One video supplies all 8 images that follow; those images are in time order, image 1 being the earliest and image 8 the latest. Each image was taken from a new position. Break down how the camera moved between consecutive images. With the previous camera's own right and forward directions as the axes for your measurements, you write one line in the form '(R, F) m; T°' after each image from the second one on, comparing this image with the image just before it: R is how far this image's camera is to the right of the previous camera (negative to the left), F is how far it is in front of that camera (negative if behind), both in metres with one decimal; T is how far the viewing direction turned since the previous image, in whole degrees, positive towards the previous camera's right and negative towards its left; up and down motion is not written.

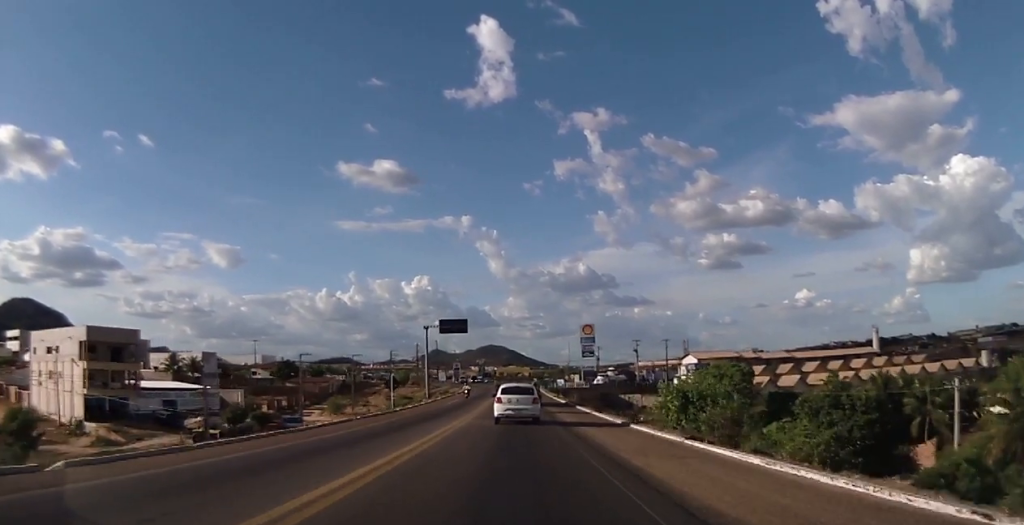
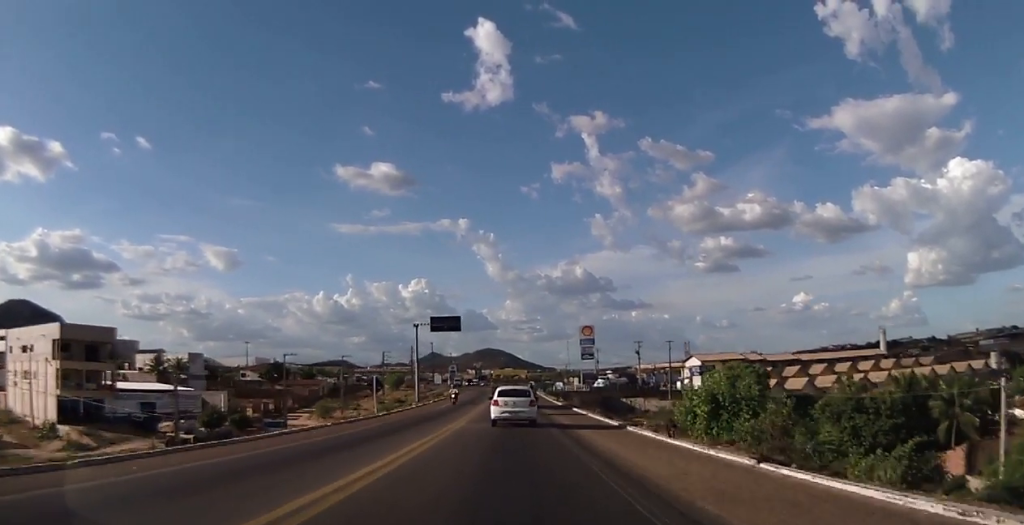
(0.0, +5.6) m; -1°
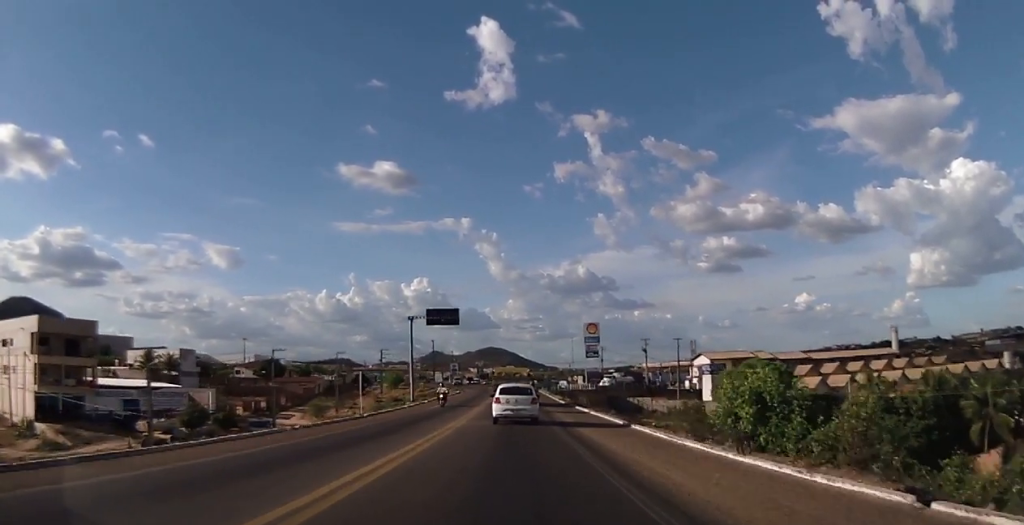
(0.0, +5.3) m; -1°
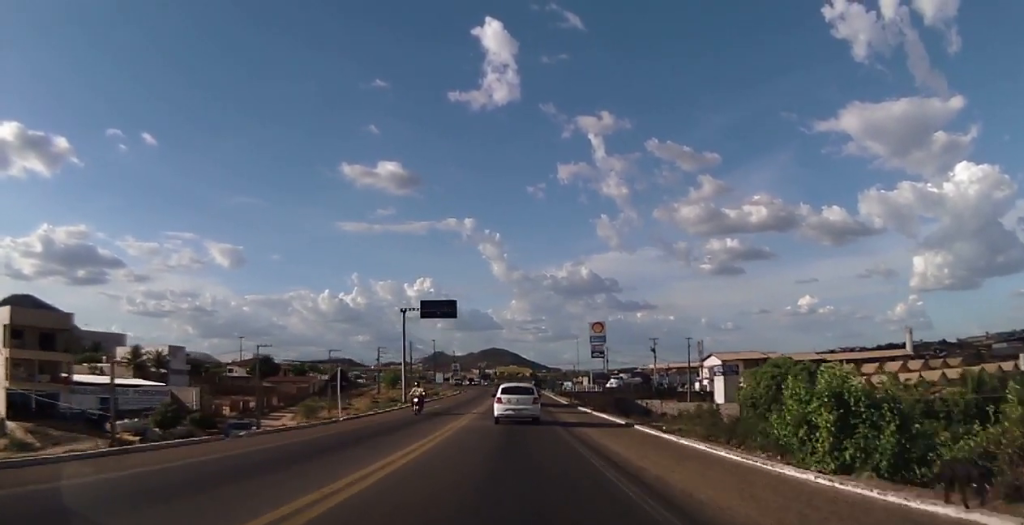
(-0.2, +6.1) m; 0°
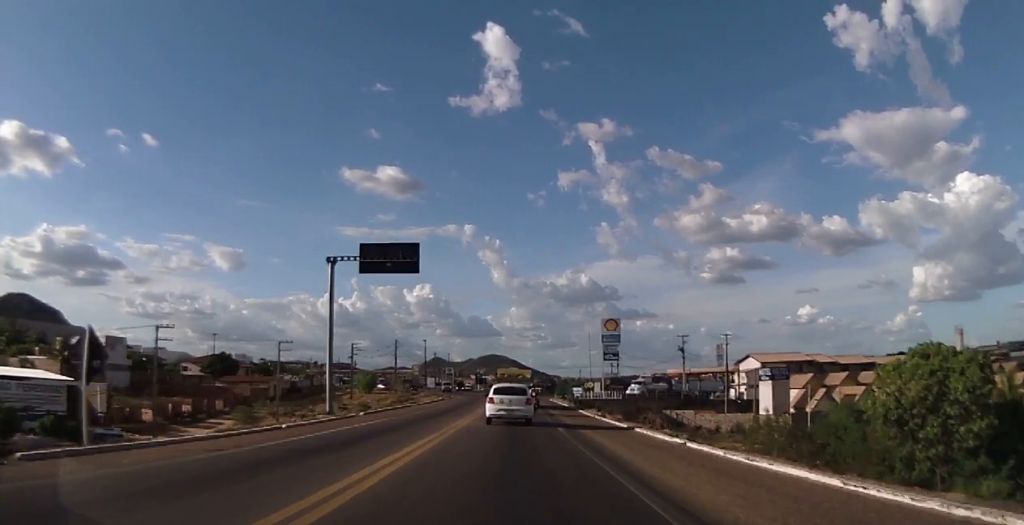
(+0.5, +23.7) m; +2°
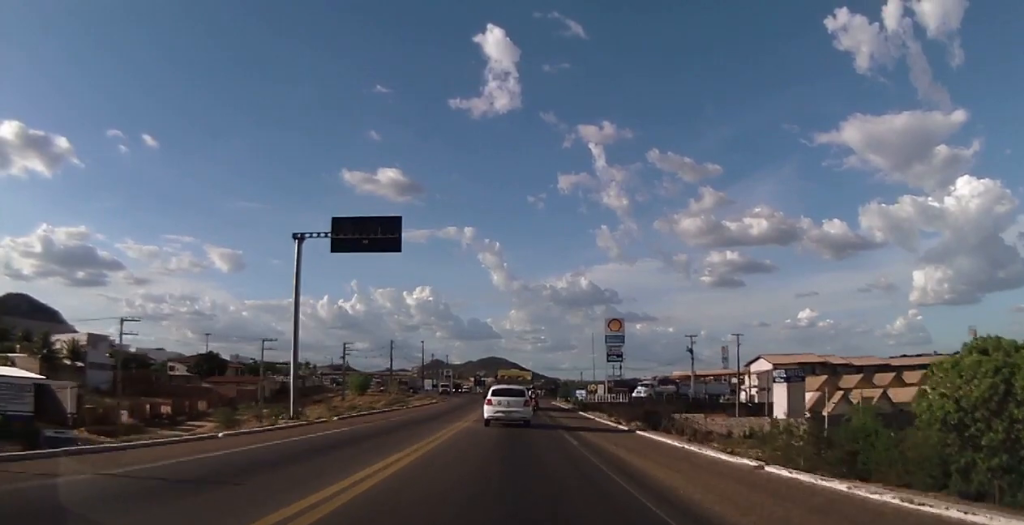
(+0.1, +5.7) m; 0°
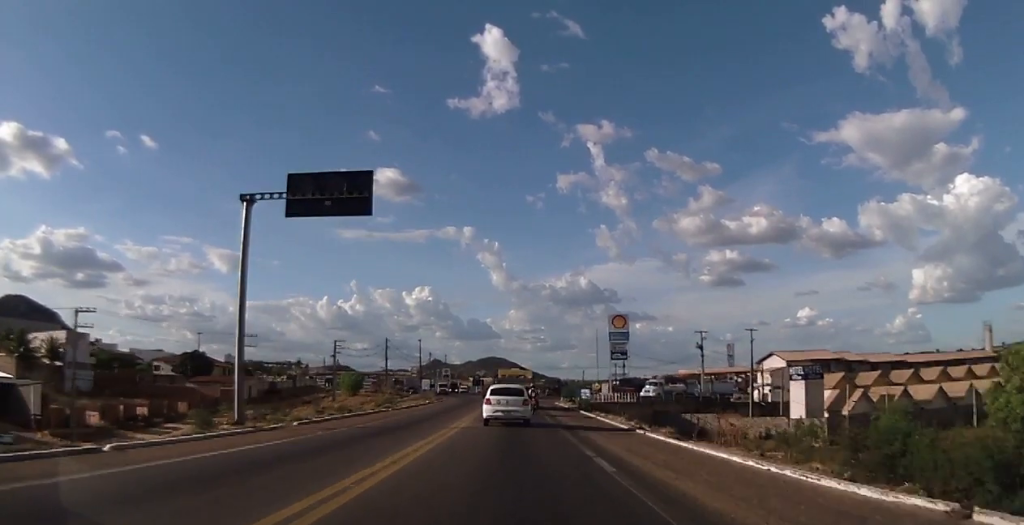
(-0.1, +6.0) m; 0°
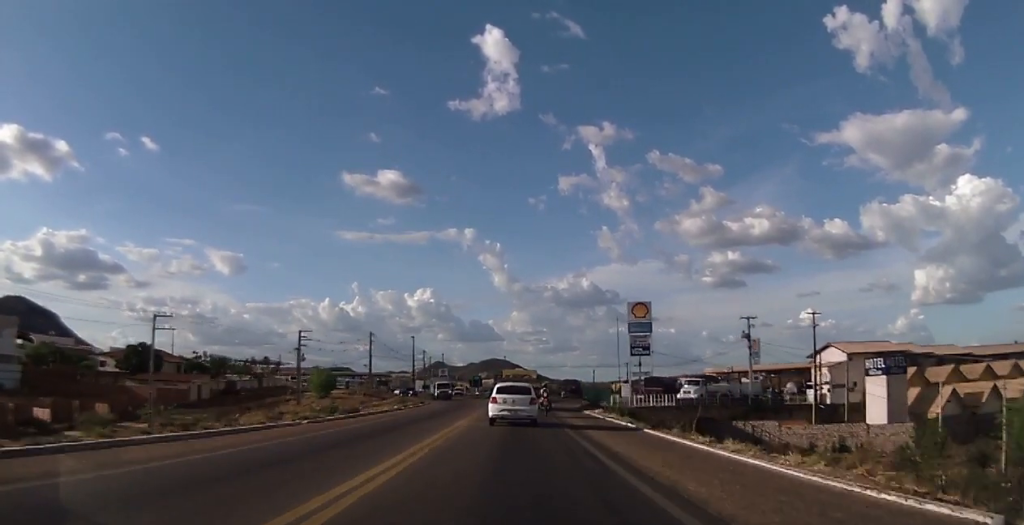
(-0.3, +20.1) m; -2°
